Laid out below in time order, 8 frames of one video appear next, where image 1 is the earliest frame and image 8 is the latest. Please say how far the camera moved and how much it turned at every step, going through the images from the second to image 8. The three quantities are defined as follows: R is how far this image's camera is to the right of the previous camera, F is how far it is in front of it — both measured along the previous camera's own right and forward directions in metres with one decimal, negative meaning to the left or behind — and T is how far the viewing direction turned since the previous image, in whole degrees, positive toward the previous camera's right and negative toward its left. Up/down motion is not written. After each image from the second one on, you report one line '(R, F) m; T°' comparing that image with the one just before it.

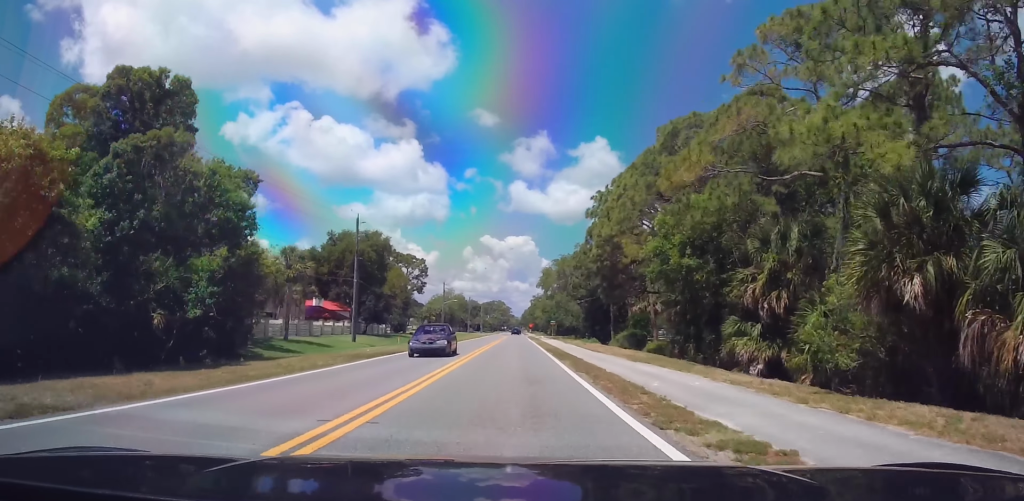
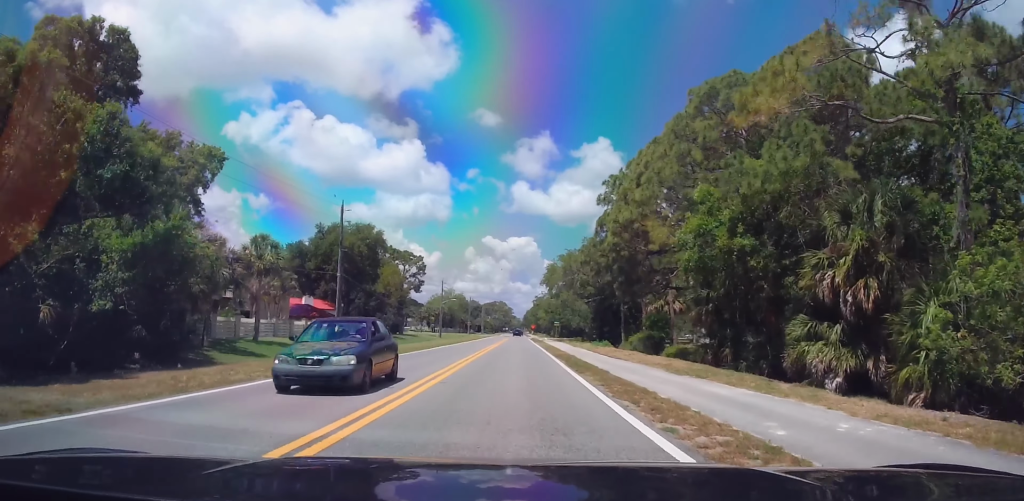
(-0.1, +6.9) m; 0°
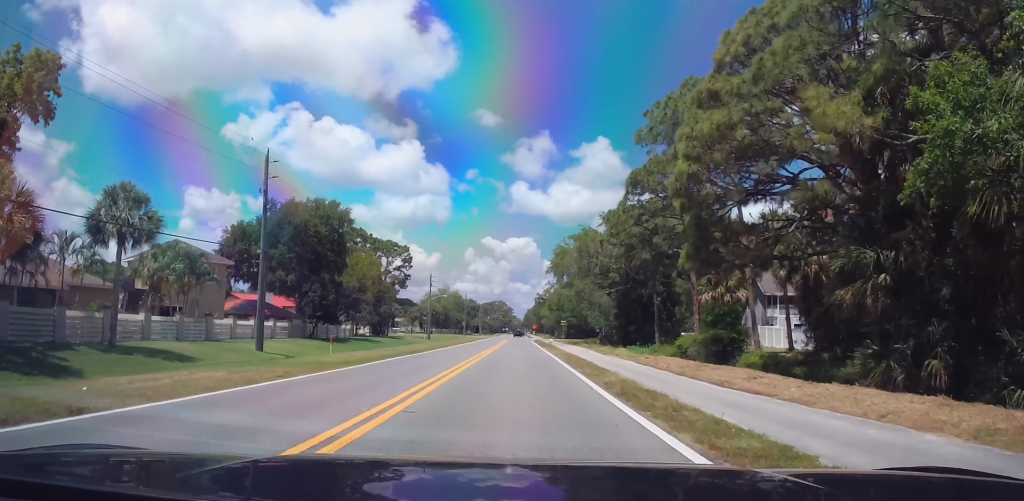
(+0.3, +18.4) m; 0°
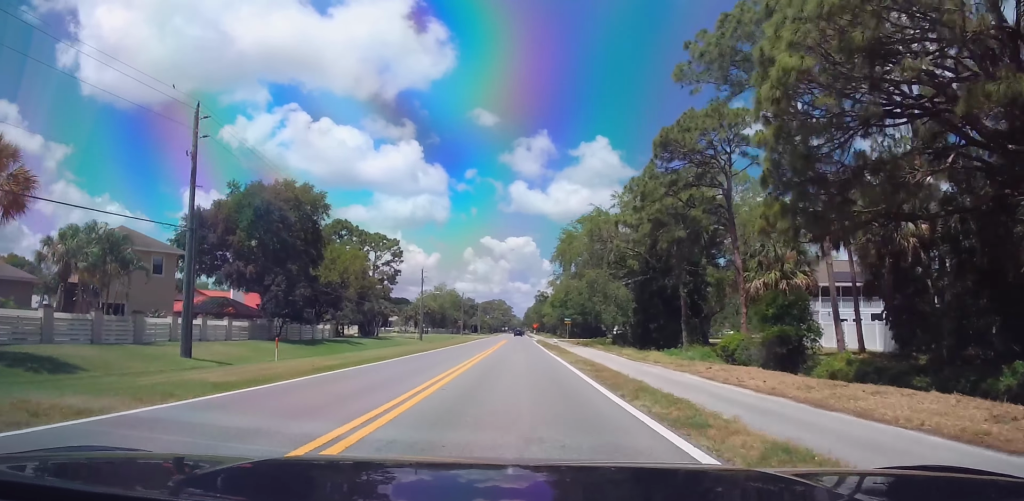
(-0.2, +9.7) m; -1°
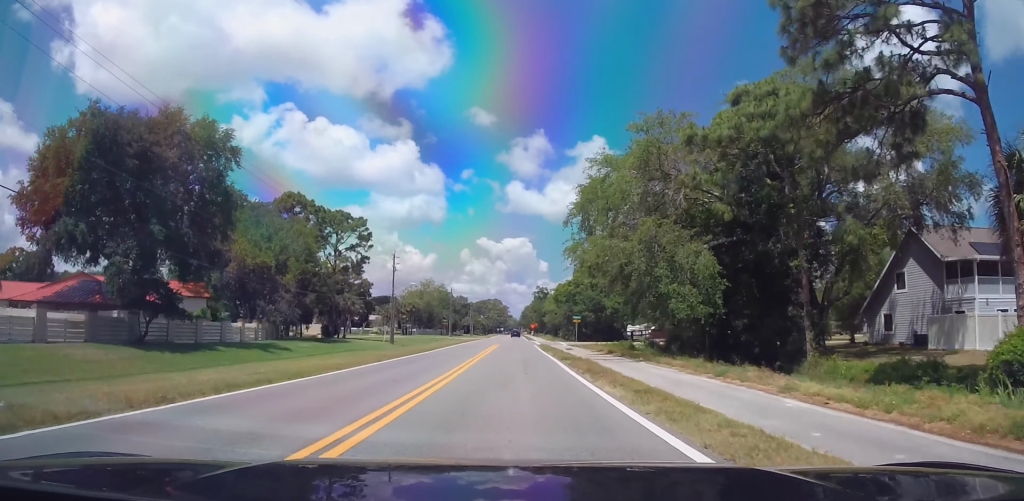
(-0.1, +22.0) m; +1°
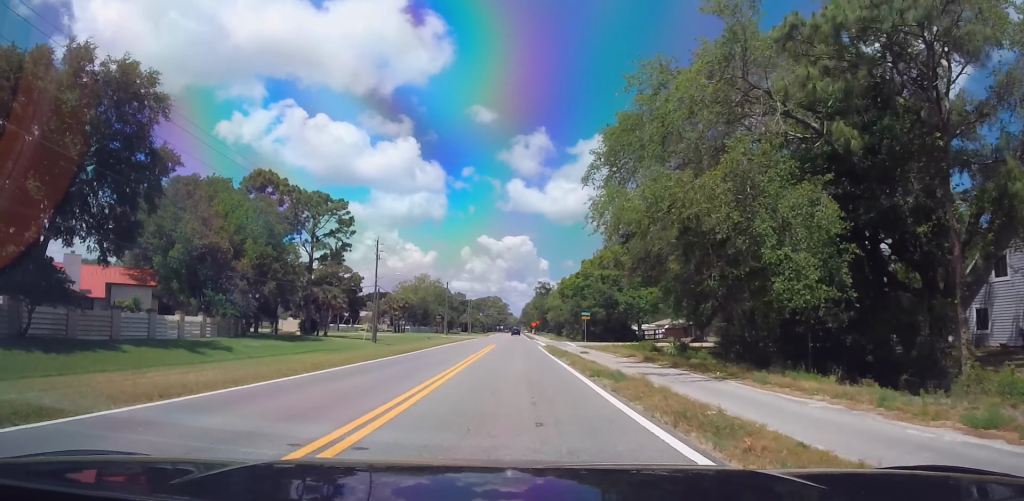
(+0.4, +10.6) m; 0°
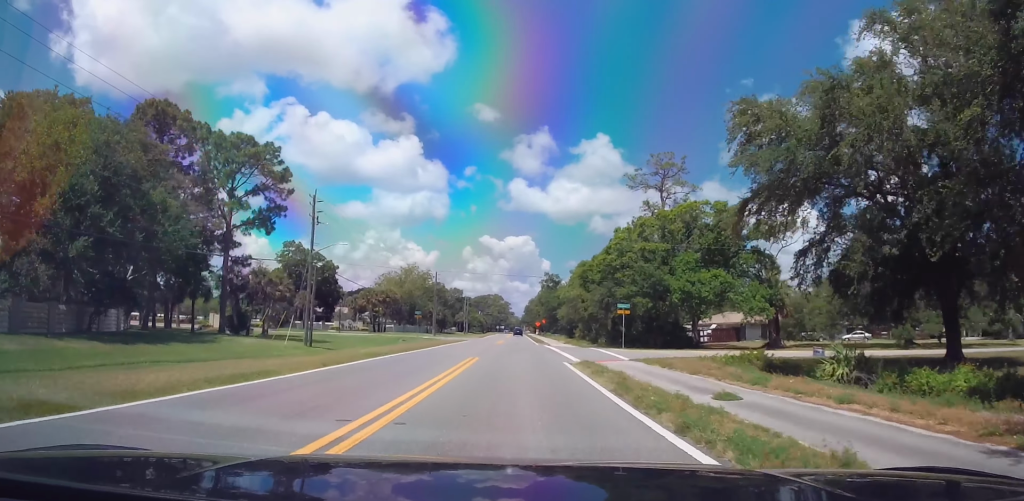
(-0.3, +24.4) m; 0°
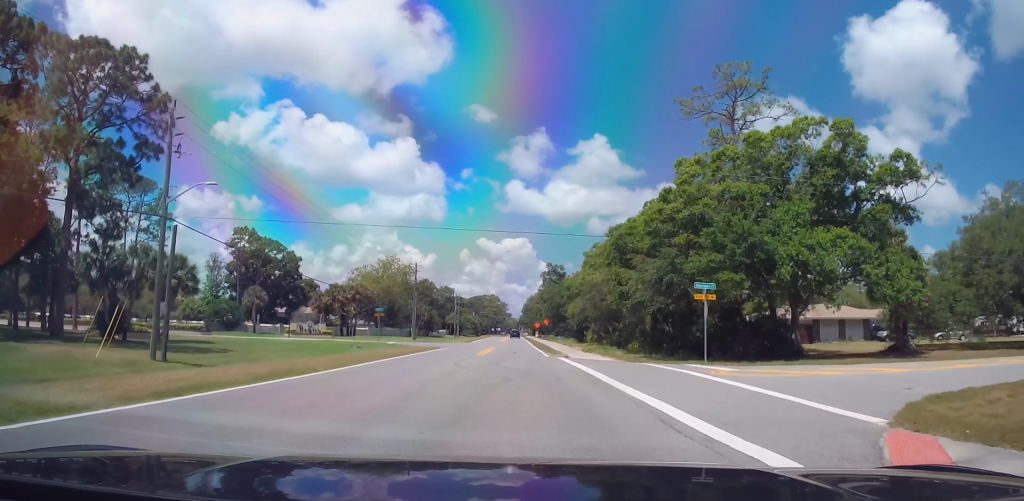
(+0.2, +21.4) m; 0°
